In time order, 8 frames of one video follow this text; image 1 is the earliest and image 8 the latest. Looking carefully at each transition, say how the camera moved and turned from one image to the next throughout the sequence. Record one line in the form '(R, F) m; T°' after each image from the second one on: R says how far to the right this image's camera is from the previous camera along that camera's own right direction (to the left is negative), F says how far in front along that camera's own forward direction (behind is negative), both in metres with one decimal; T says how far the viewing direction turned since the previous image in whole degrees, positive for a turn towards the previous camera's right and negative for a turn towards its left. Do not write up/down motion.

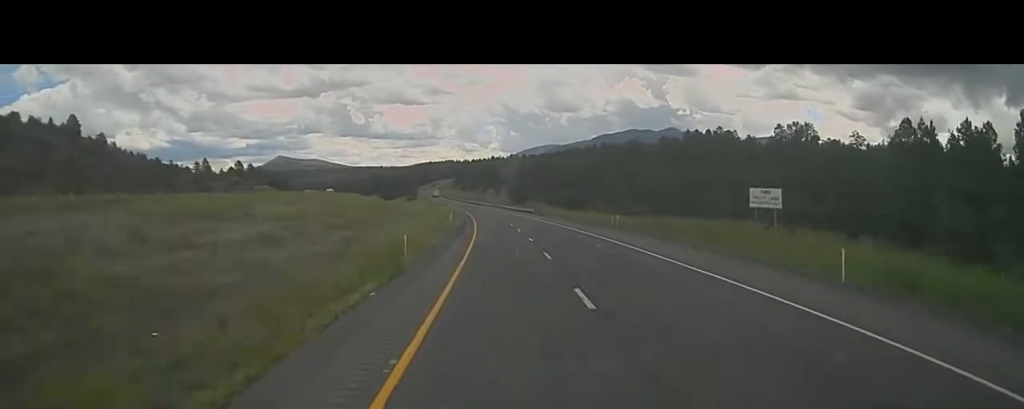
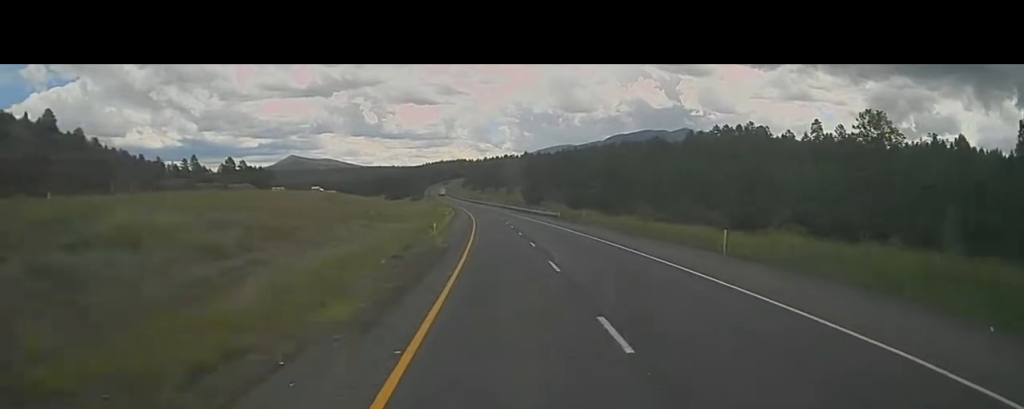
(-0.3, +28.6) m; -1°
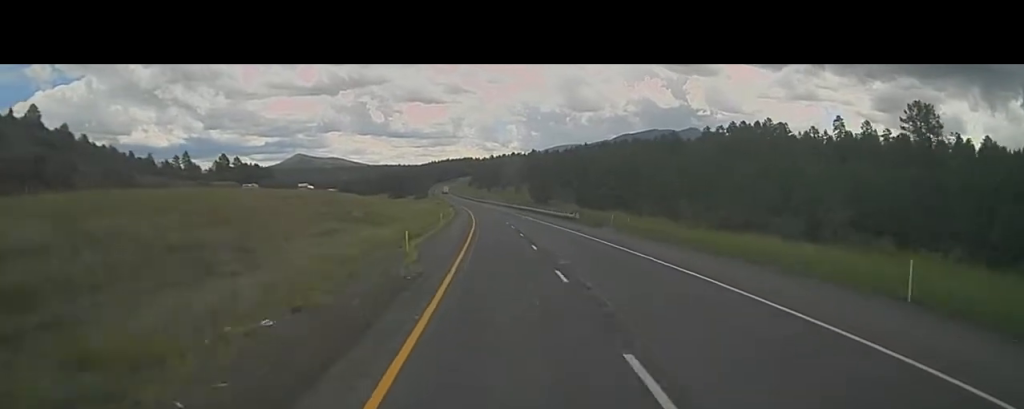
(-0.2, +15.5) m; 0°
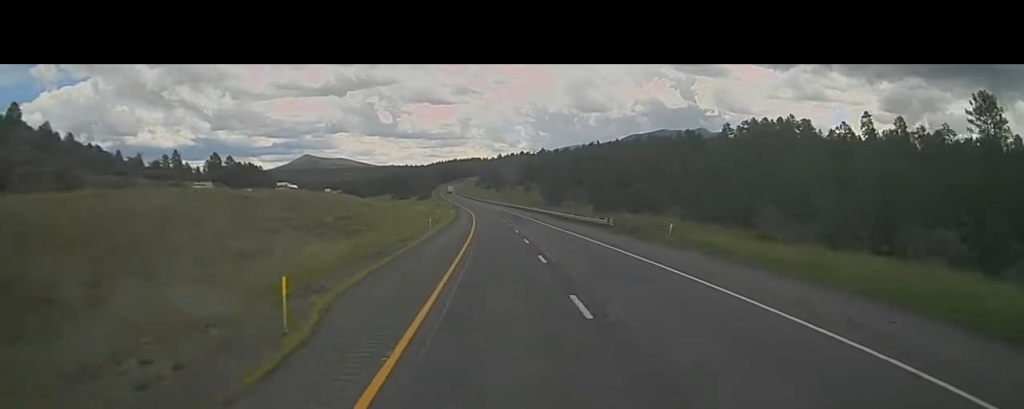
(-0.2, +19.1) m; 0°
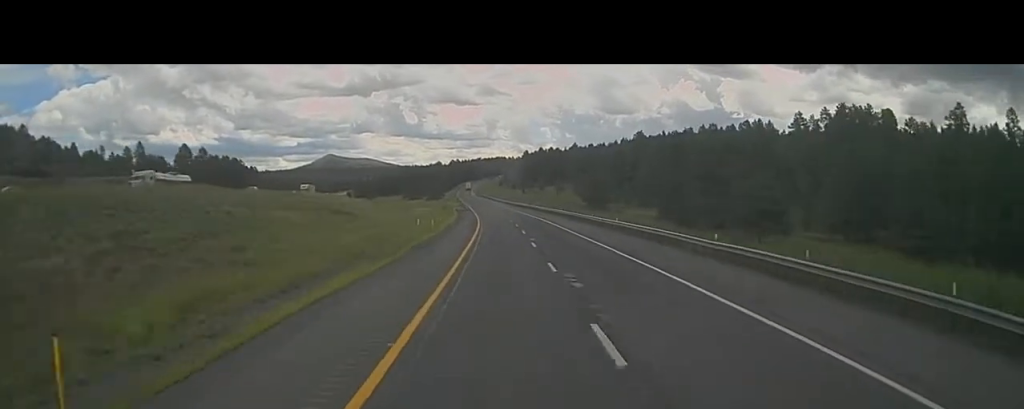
(-0.8, +51.6) m; -2°
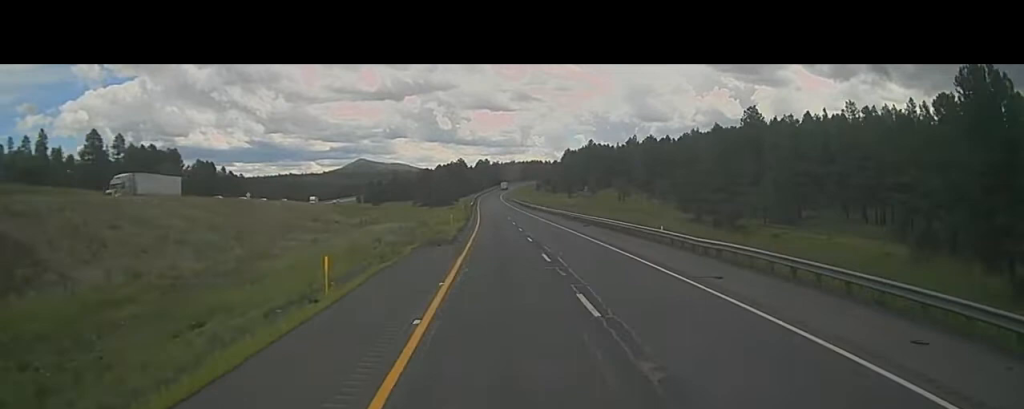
(-3.0, +80.8) m; -4°
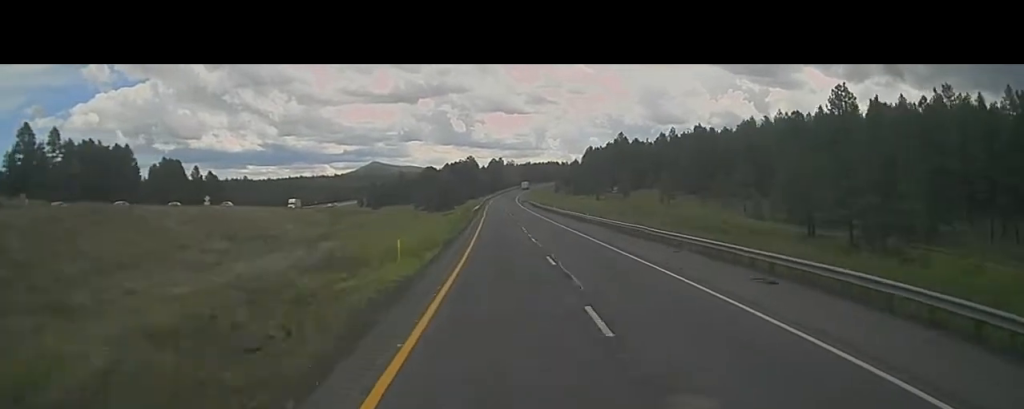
(-0.5, +37.5) m; -1°
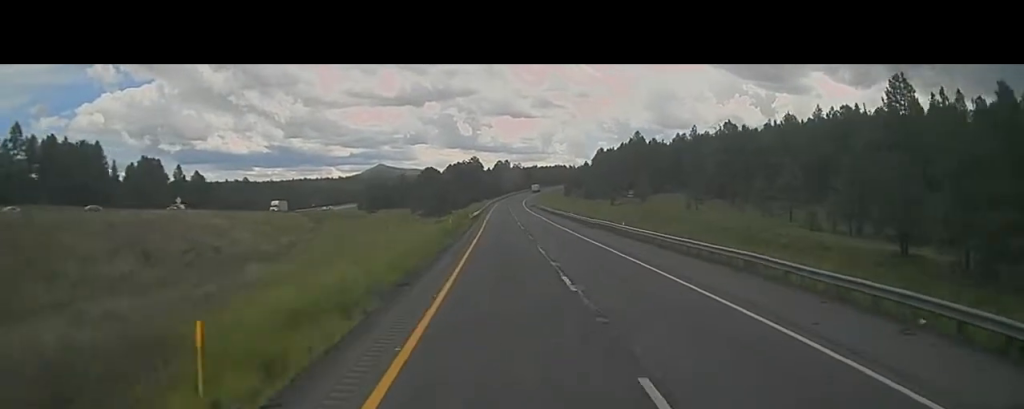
(0.0, +19.3) m; 0°
